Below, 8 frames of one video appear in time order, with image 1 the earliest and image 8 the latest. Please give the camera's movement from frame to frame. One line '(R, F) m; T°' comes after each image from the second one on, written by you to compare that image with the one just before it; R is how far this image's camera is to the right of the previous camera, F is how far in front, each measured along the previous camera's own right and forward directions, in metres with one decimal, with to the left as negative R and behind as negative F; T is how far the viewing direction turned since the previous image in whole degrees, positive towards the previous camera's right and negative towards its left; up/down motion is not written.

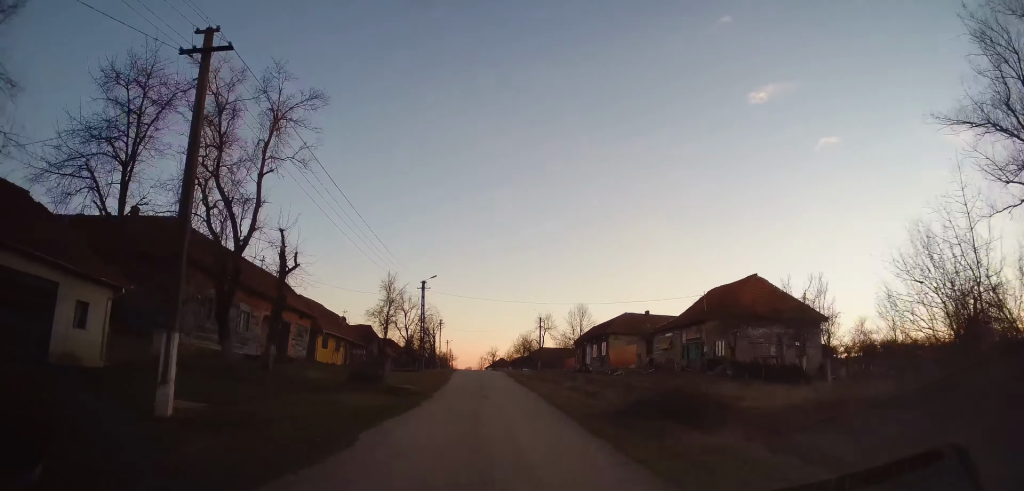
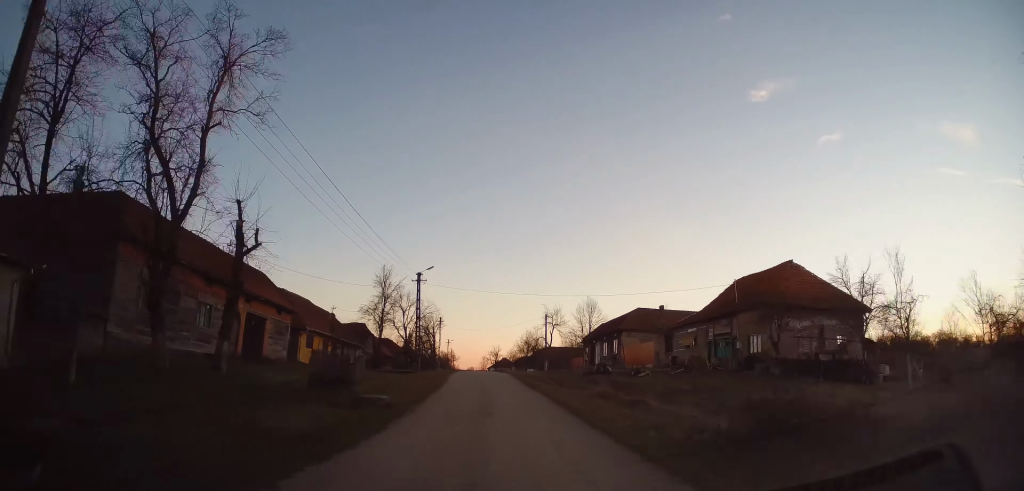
(-0.2, +4.5) m; 0°
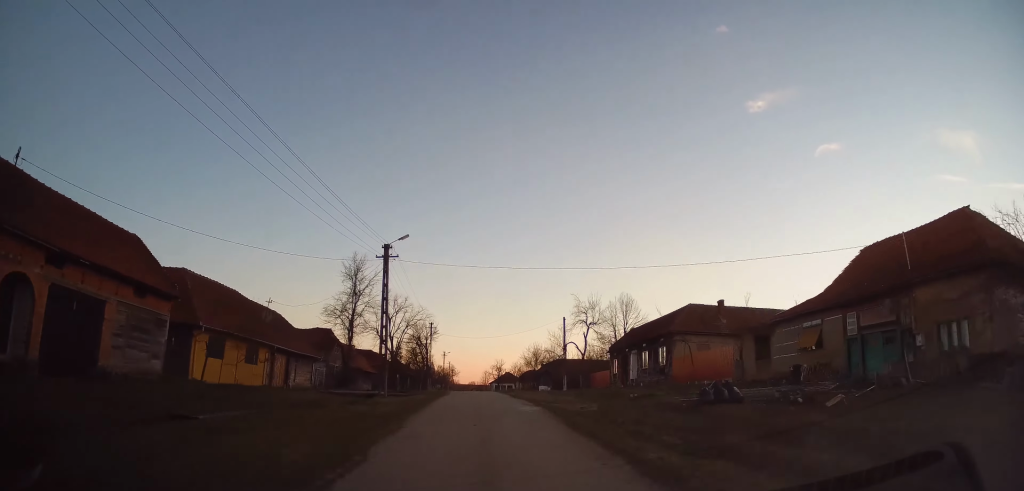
(+0.4, +16.3) m; +1°
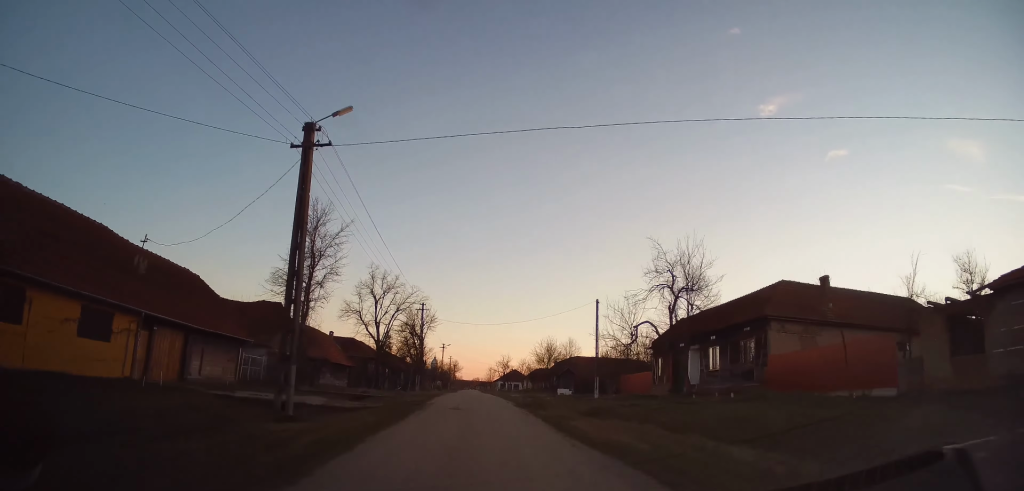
(-0.1, +15.1) m; -1°
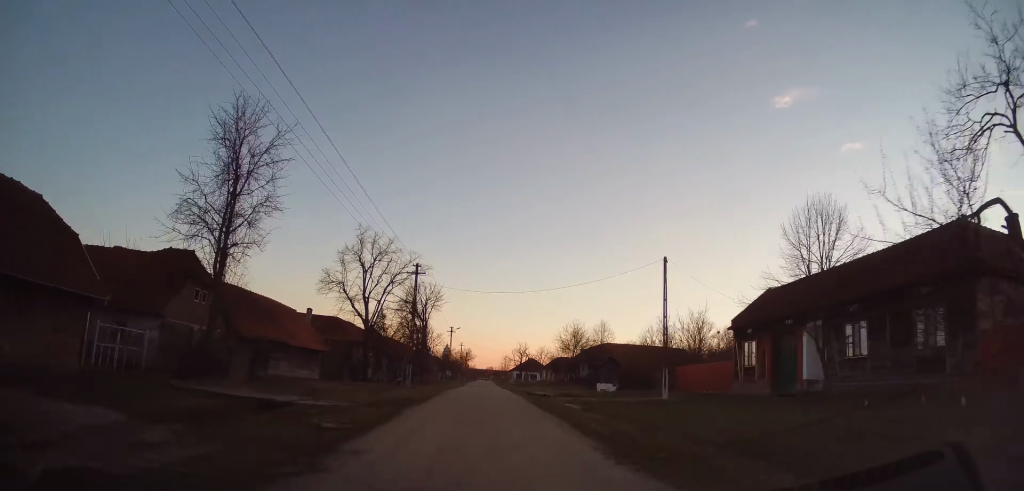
(-0.2, +14.1) m; -1°
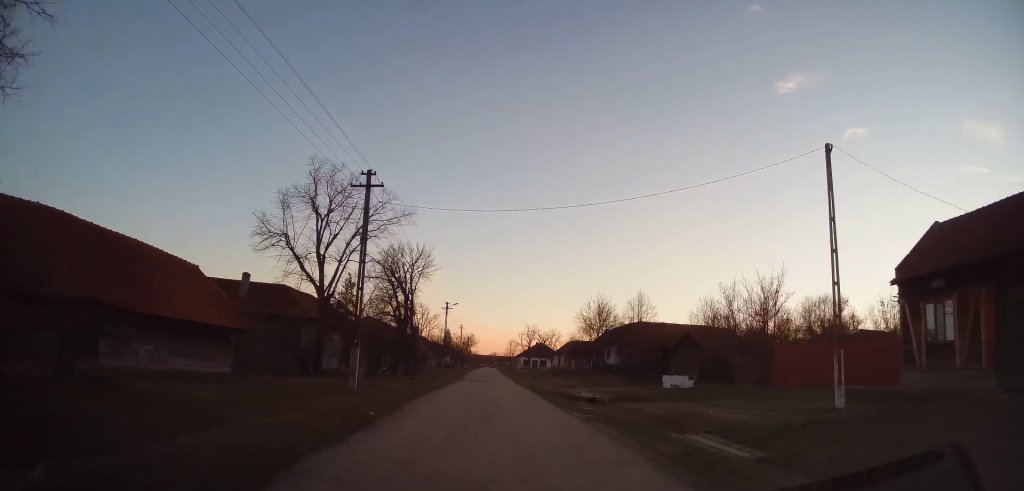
(+0.1, +15.4) m; -1°
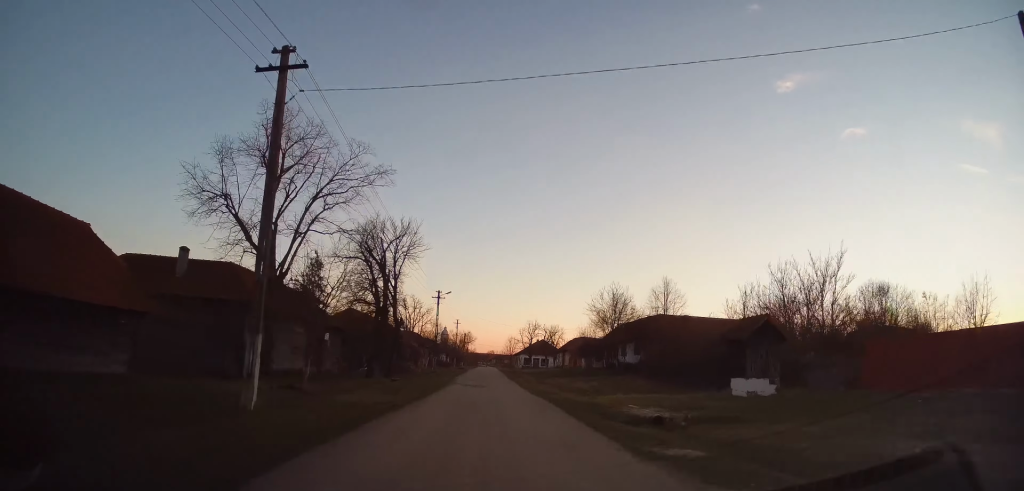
(-0.2, +8.5) m; 0°
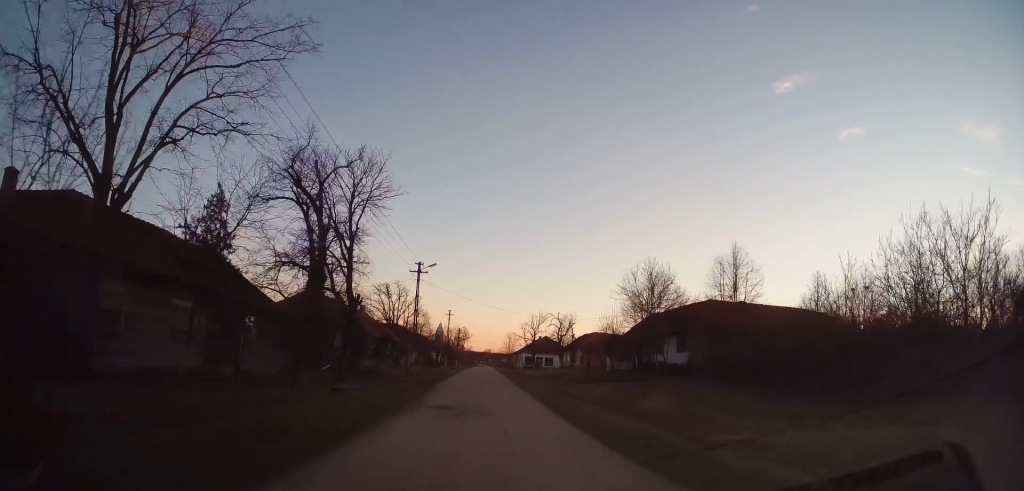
(0.0, +14.0) m; +1°
